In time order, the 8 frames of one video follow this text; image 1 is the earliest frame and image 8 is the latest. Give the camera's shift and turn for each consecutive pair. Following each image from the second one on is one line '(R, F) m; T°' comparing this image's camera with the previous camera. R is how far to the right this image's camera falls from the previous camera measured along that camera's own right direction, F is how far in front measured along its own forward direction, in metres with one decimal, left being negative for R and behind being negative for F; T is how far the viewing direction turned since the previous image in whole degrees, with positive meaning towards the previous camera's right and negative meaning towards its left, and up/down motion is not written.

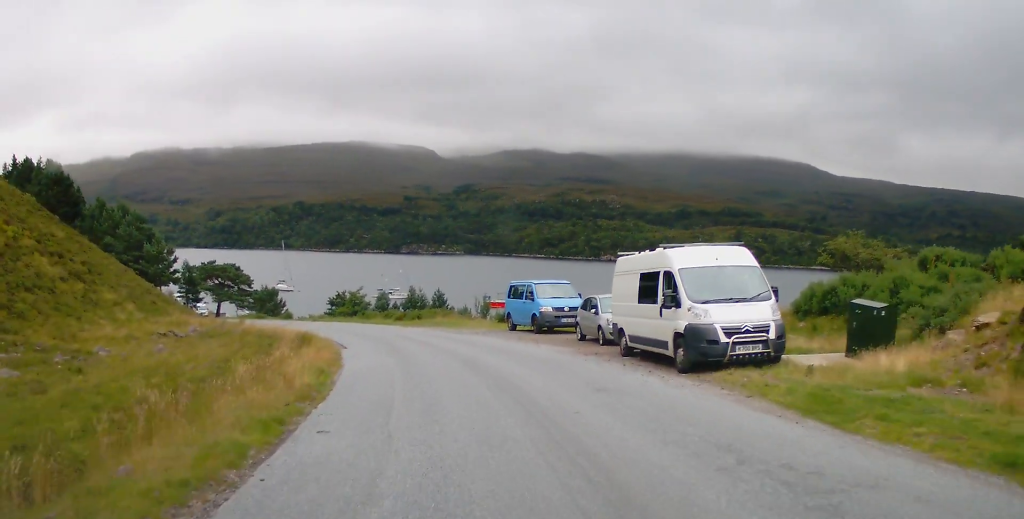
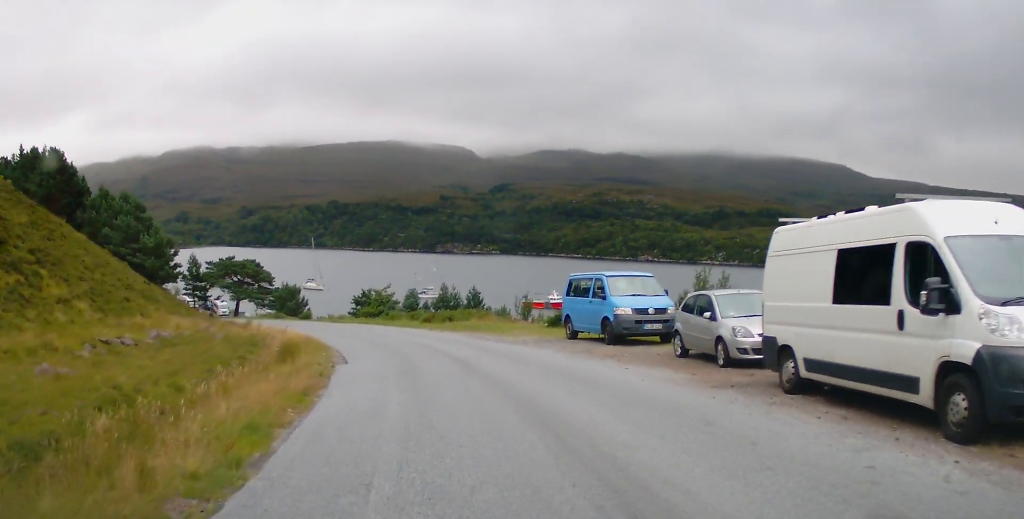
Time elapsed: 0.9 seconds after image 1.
(0.0, +8.2) m; 0°
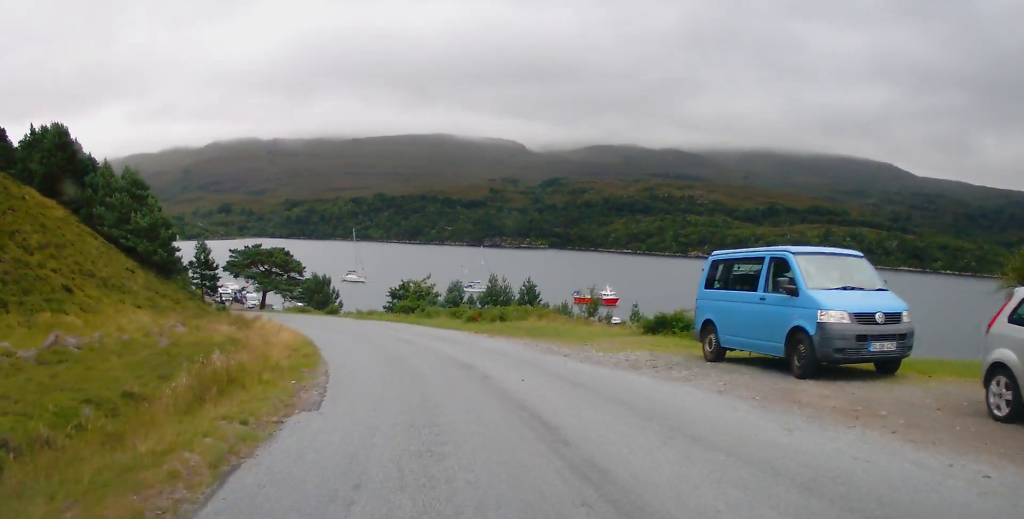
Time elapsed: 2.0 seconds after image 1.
(0.0, +9.8) m; 0°
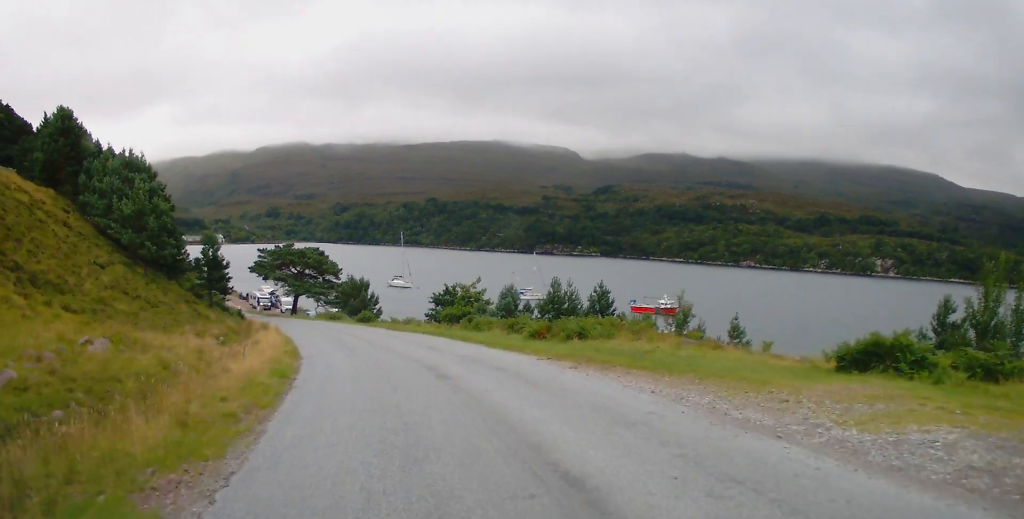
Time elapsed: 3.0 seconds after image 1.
(0.0, +9.6) m; 0°
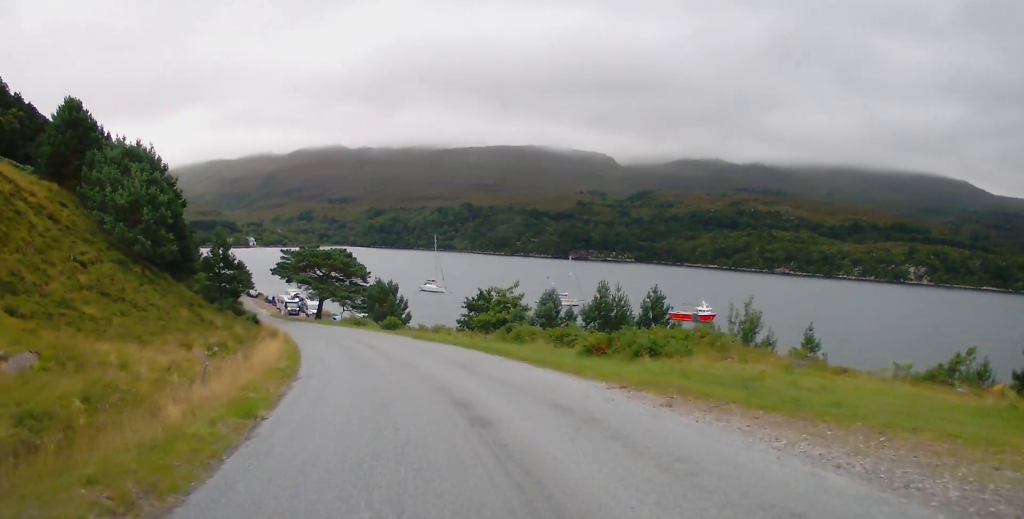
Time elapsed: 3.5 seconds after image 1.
(0.0, +4.8) m; 0°
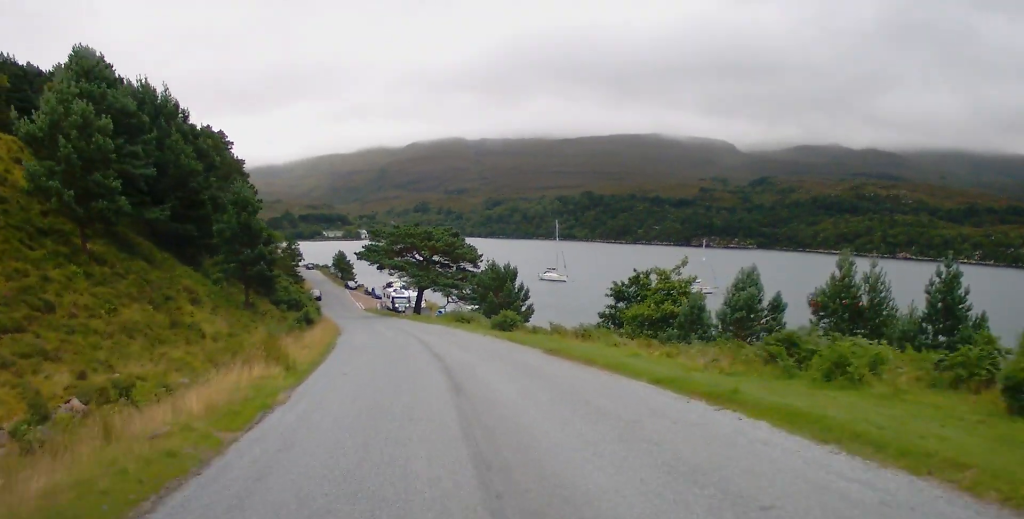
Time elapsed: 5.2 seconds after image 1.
(0.0, +16.2) m; 0°
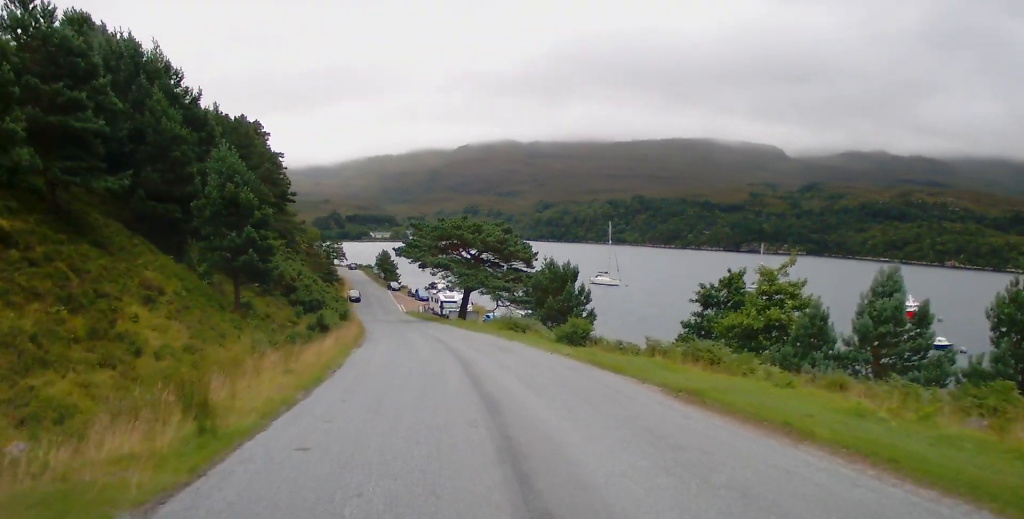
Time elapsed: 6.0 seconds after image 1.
(0.0, +7.4) m; 0°
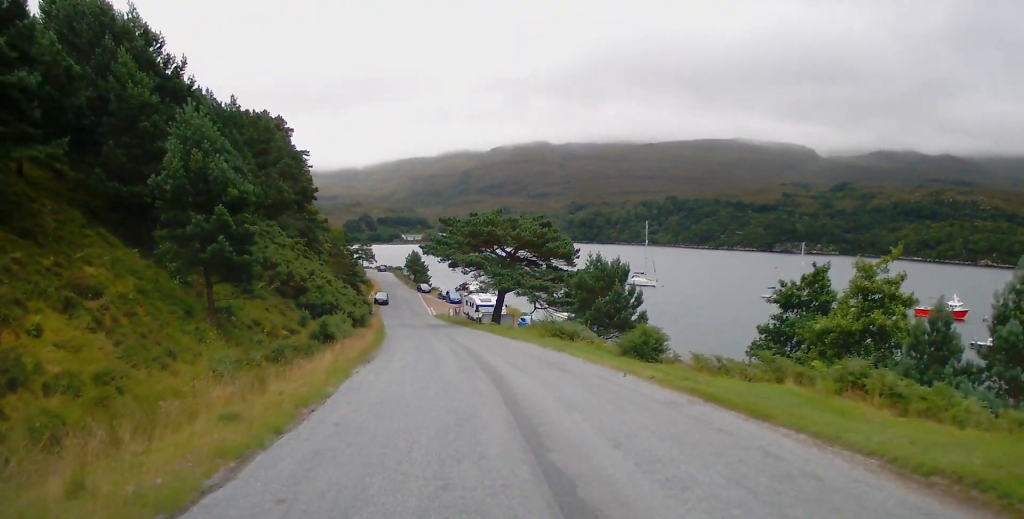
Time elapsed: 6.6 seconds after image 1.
(0.0, +5.5) m; -2°
